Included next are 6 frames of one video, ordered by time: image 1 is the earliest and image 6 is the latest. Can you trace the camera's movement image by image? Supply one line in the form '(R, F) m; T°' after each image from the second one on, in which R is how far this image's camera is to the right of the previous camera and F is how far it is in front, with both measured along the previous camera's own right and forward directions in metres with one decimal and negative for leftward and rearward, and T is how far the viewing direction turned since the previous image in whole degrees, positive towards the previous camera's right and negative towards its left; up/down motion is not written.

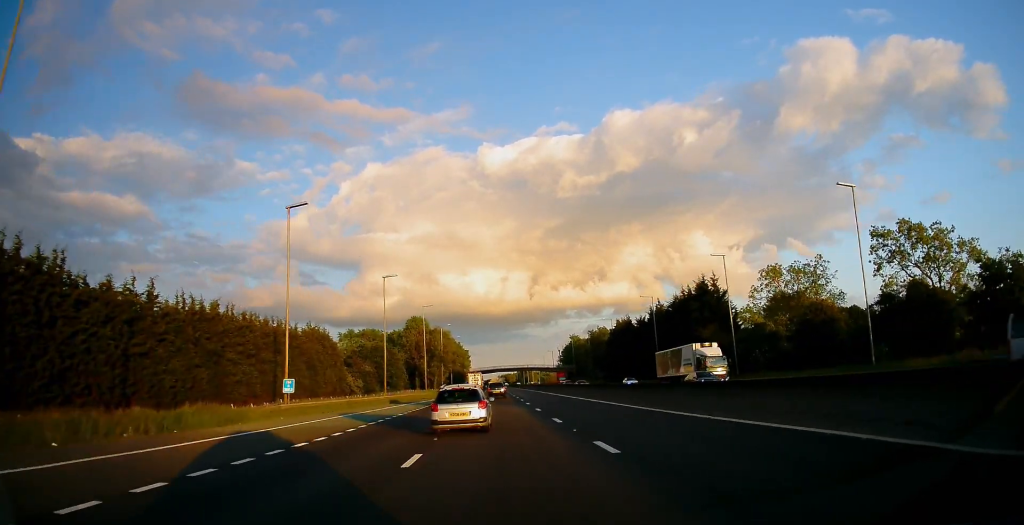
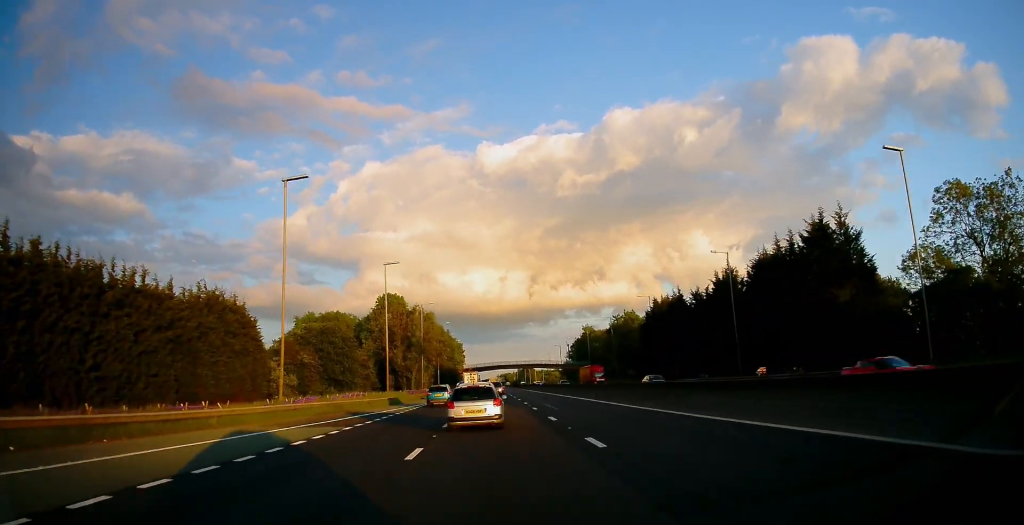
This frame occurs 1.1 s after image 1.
(+0.7, +35.4) m; 0°
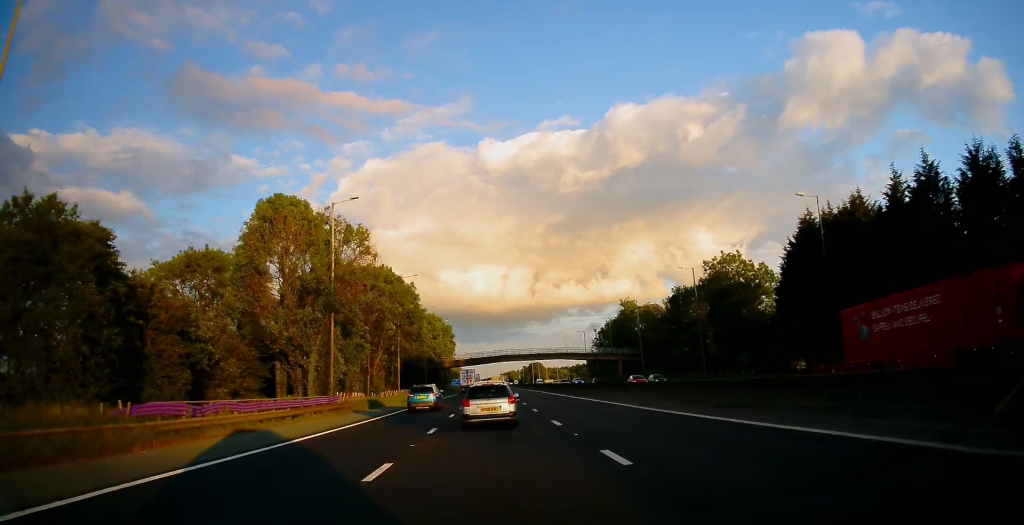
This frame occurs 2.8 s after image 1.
(-0.8, +55.1) m; -1°
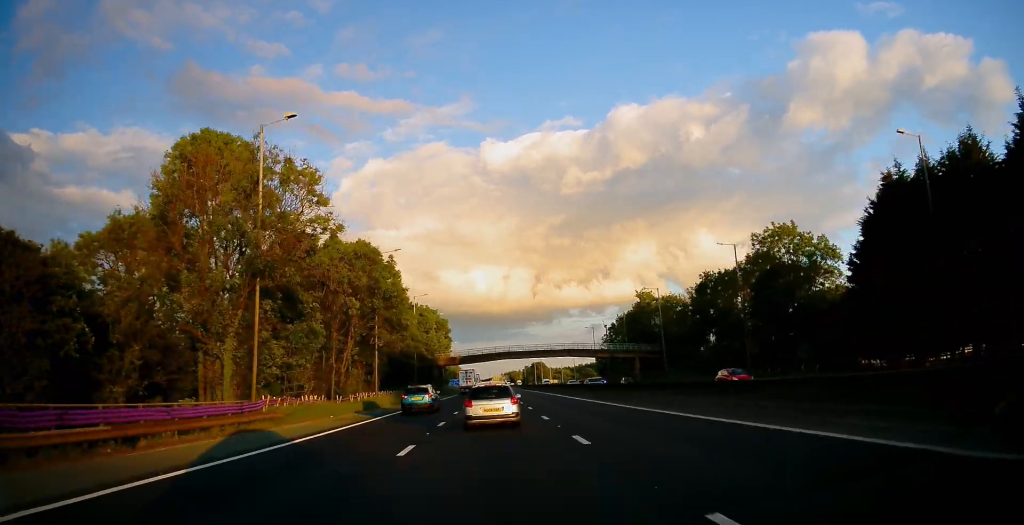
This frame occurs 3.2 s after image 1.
(0.0, +14.8) m; 0°
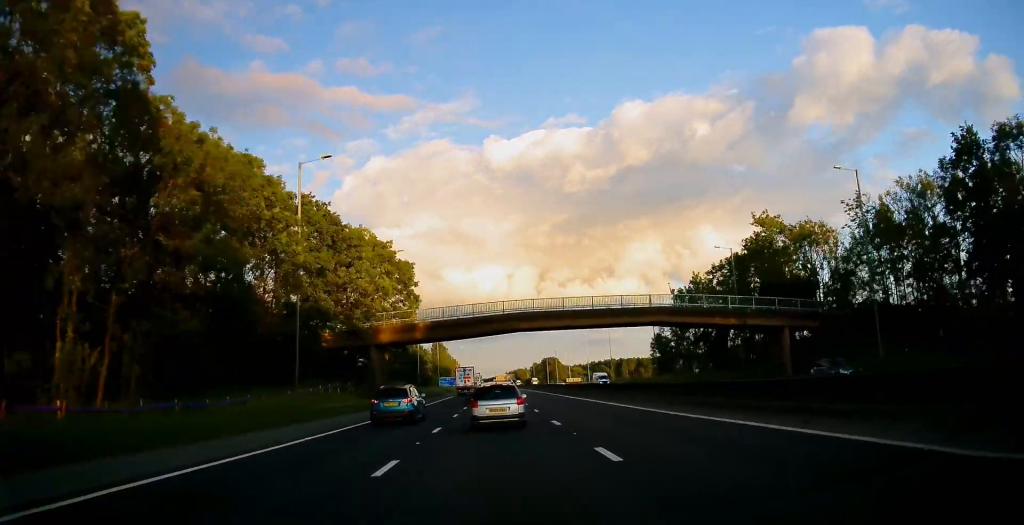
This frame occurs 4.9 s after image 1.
(-0.4, +56.5) m; 0°
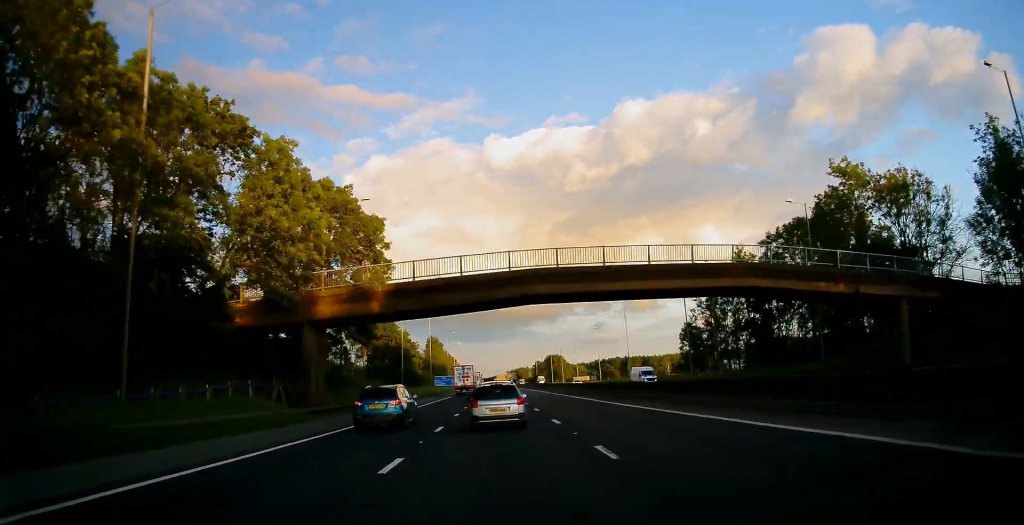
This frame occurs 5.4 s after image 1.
(+0.1, +17.2) m; 0°
